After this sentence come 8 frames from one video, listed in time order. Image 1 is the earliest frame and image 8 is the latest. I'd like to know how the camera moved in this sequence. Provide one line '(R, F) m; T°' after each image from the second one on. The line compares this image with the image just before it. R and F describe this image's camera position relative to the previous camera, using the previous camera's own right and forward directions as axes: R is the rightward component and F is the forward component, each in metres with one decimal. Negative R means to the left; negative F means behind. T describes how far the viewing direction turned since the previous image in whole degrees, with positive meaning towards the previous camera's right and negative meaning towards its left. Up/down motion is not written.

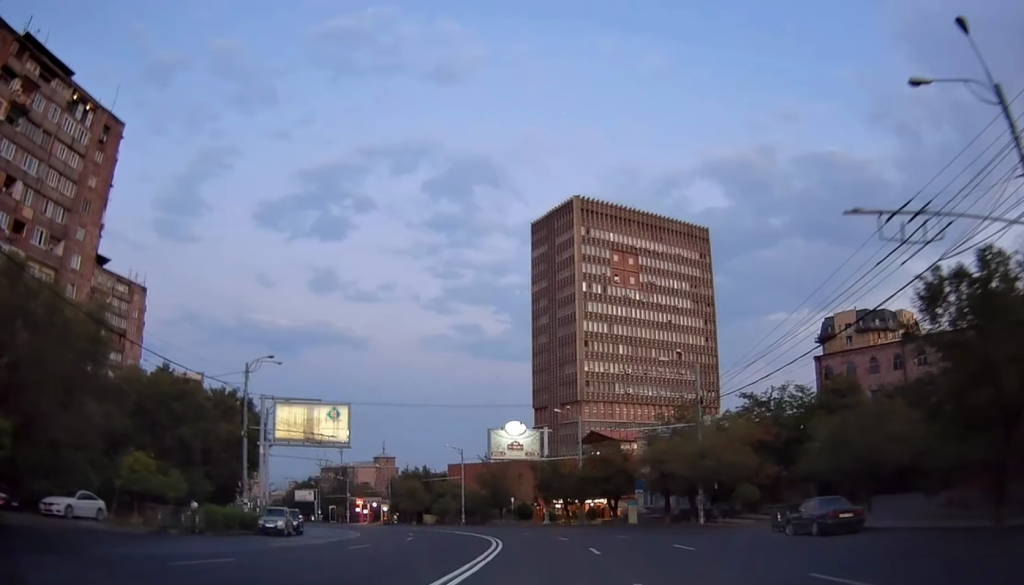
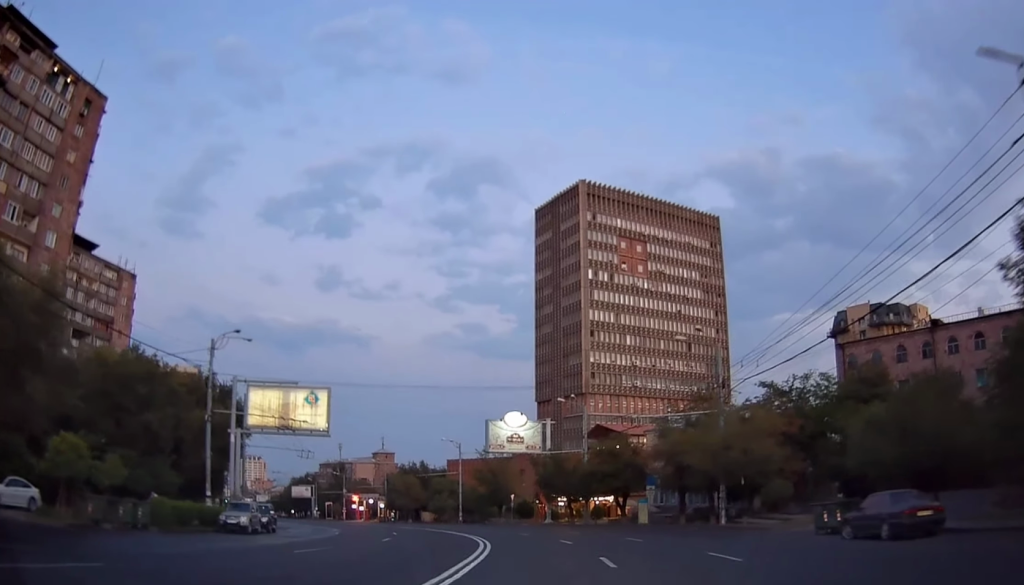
(-0.3, +5.5) m; 0°
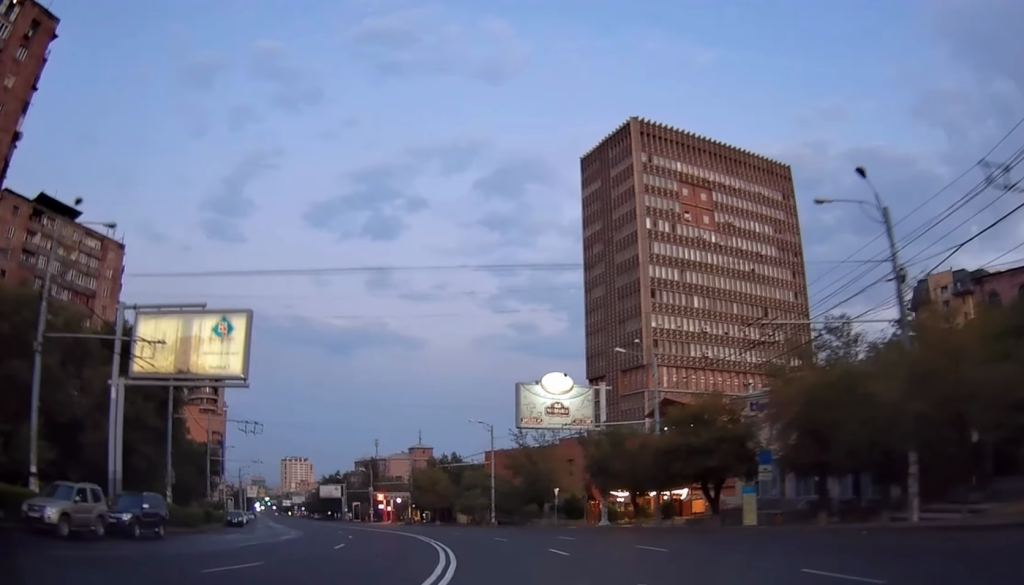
(0.0, +18.8) m; -4°
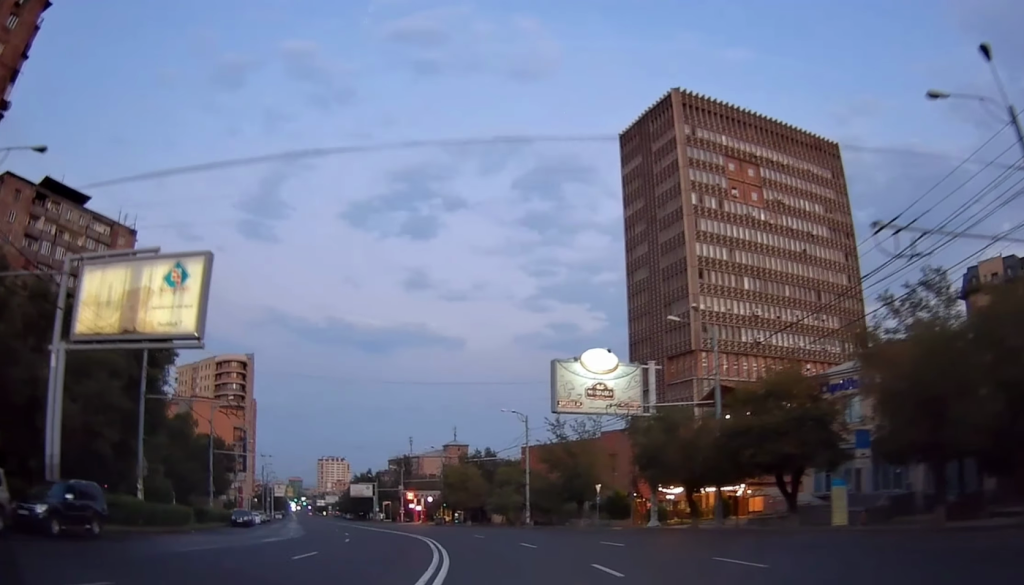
(-0.5, +7.1) m; -3°
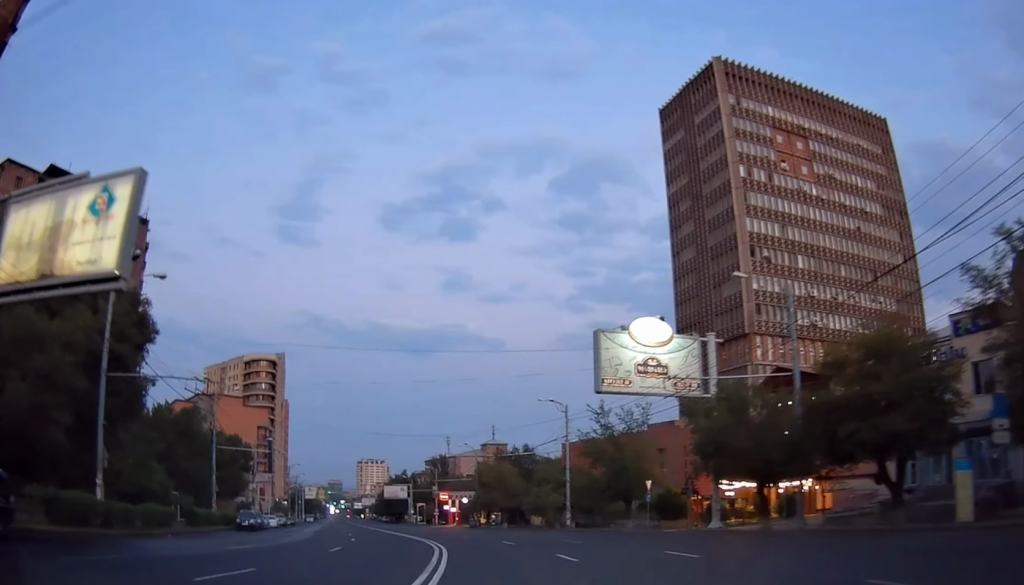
(-0.1, +7.0) m; -4°
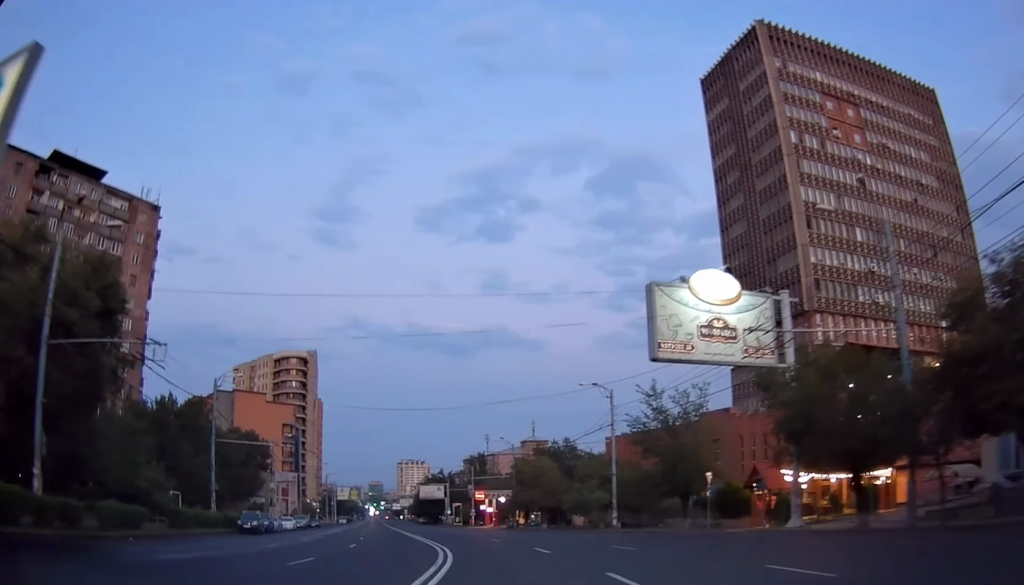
(+0.4, +7.0) m; -5°
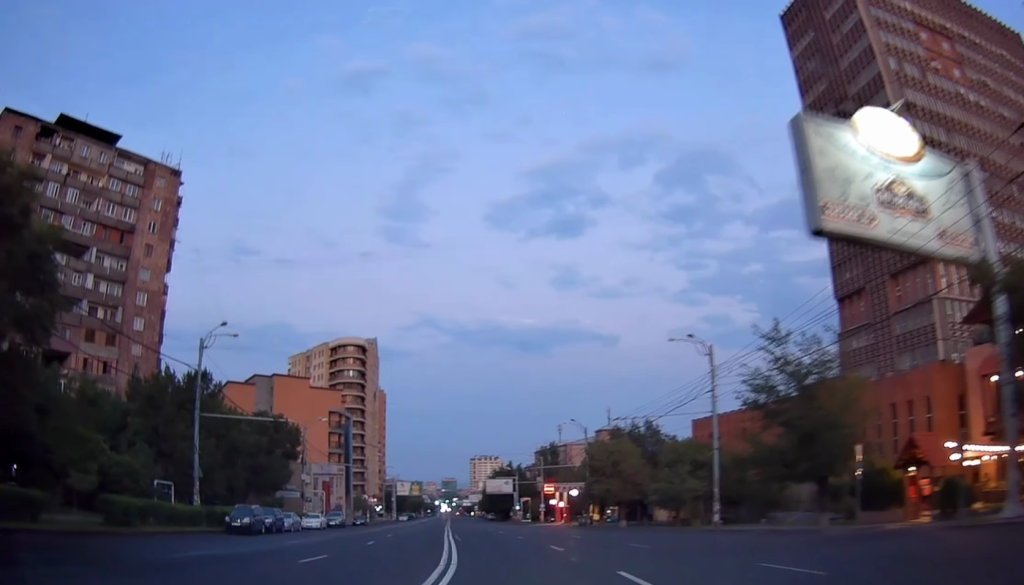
(-1.7, +12.2) m; -8°
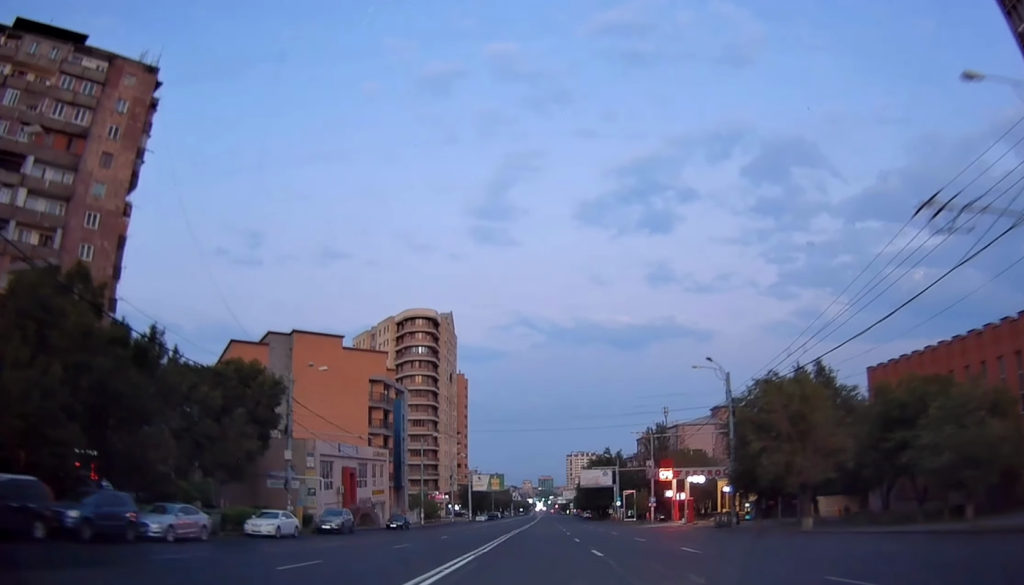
(-0.9, +27.2) m; -2°
